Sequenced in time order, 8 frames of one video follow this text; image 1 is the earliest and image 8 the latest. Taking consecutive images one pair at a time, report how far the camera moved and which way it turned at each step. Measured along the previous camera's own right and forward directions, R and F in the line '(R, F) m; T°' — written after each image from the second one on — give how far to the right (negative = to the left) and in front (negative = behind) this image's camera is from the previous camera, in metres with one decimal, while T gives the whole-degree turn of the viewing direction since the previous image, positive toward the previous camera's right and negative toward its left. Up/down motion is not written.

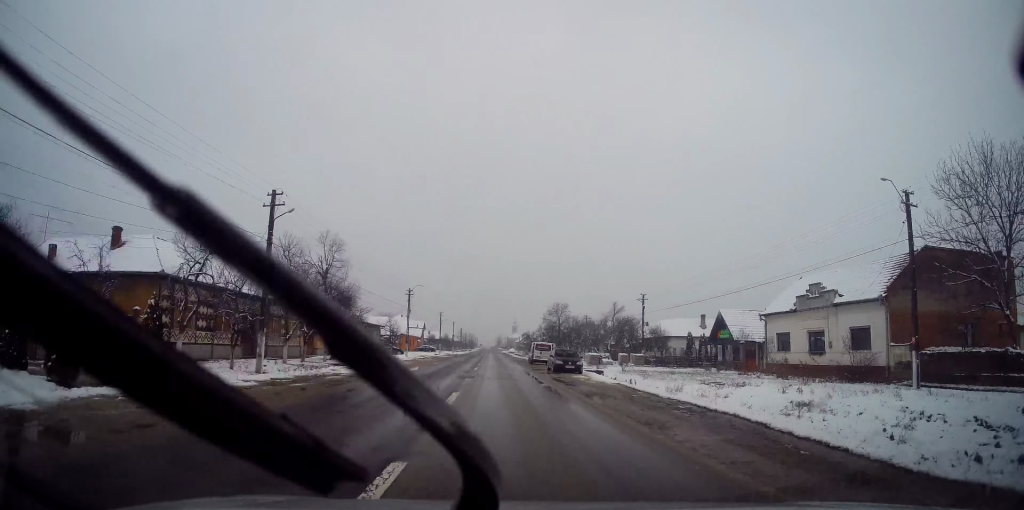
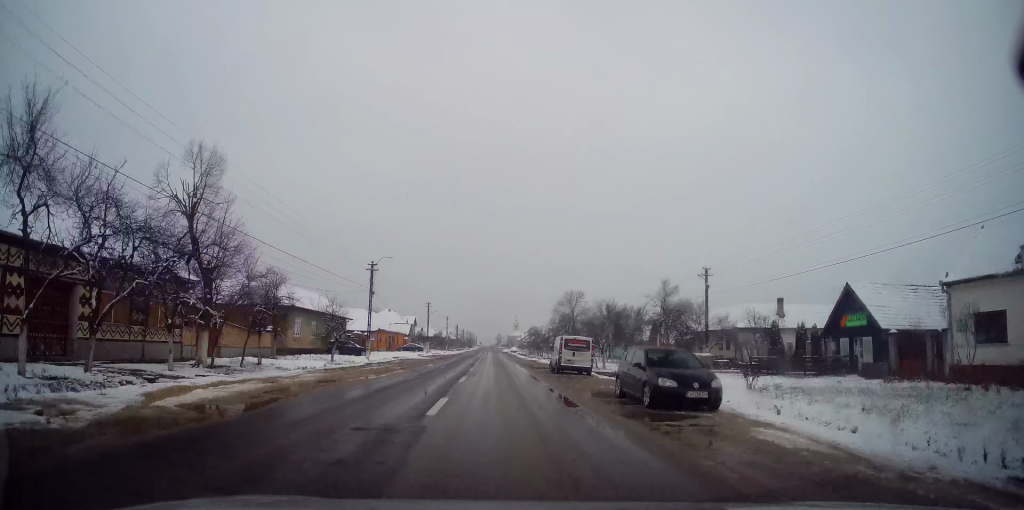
(+0.3, +19.7) m; 0°
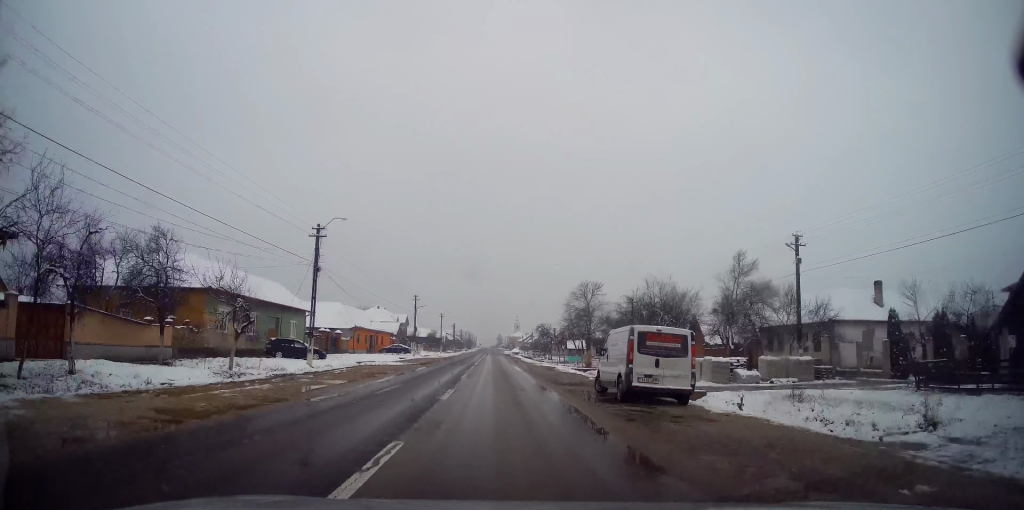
(-0.1, +14.4) m; 0°
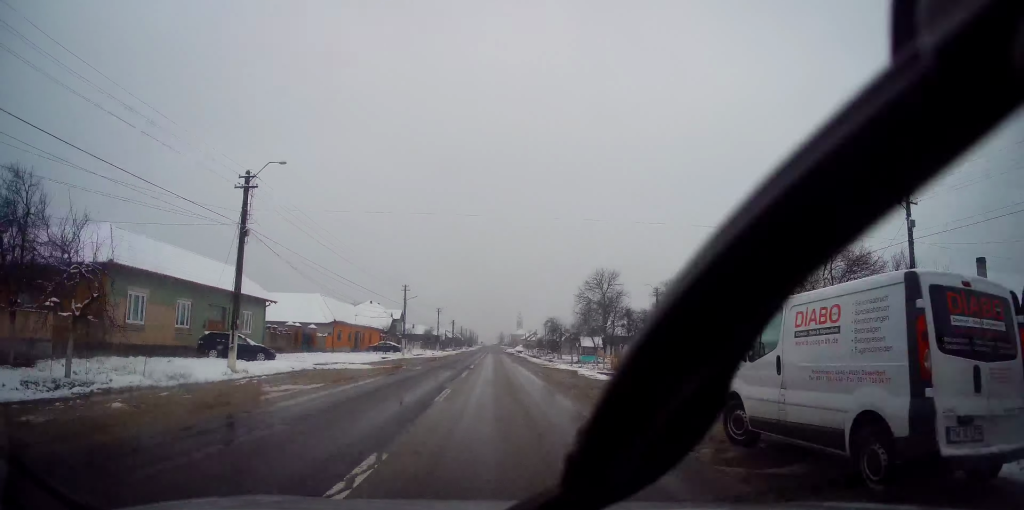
(-0.1, +9.7) m; 0°
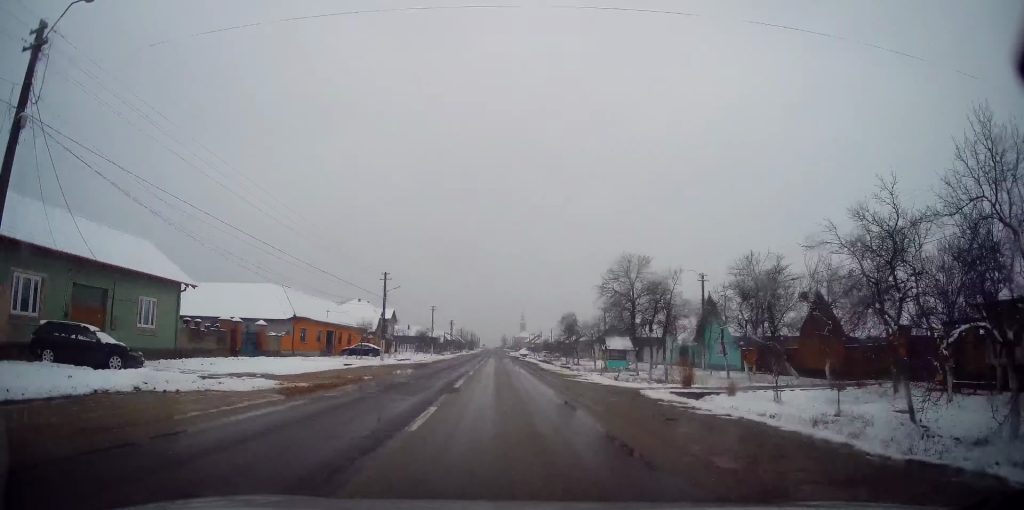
(+0.2, +12.5) m; 0°
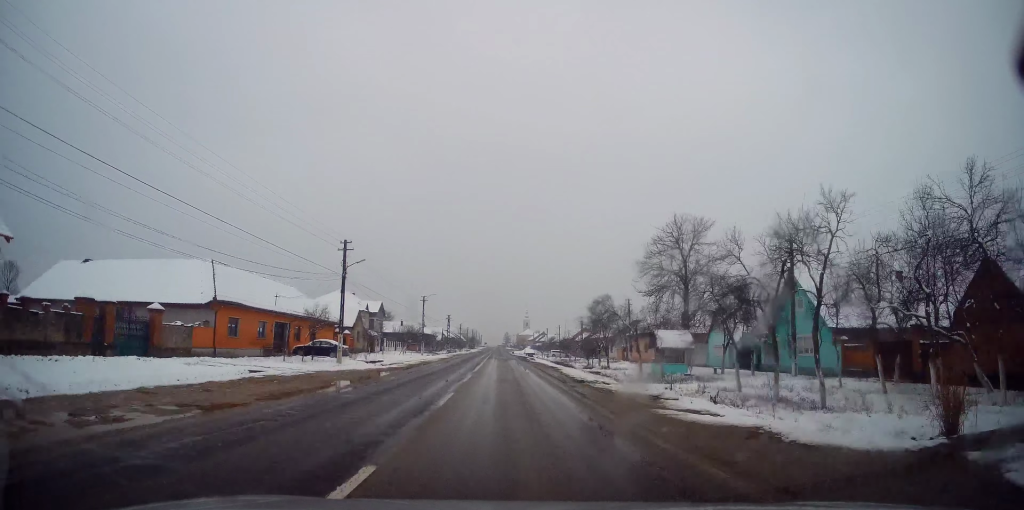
(-0.1, +14.2) m; -1°
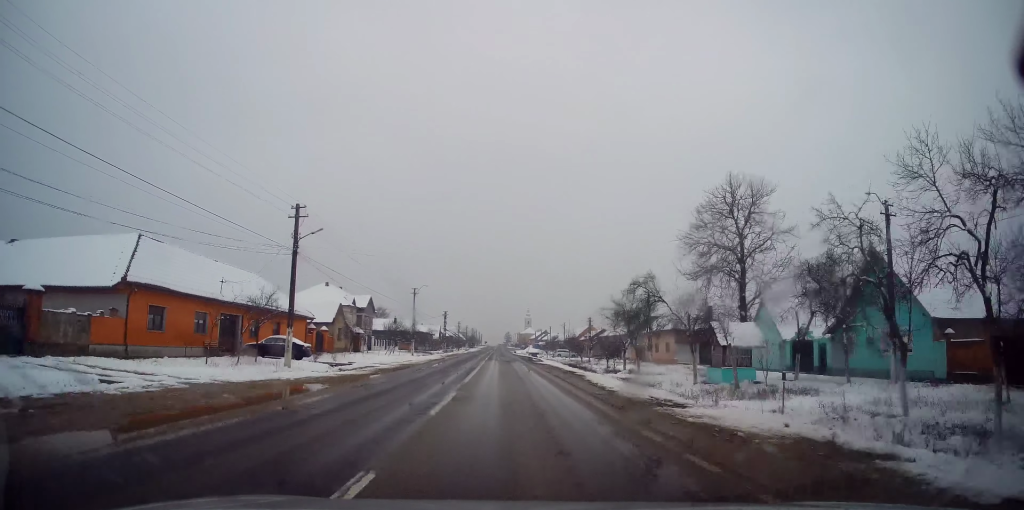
(-0.1, +9.1) m; -1°
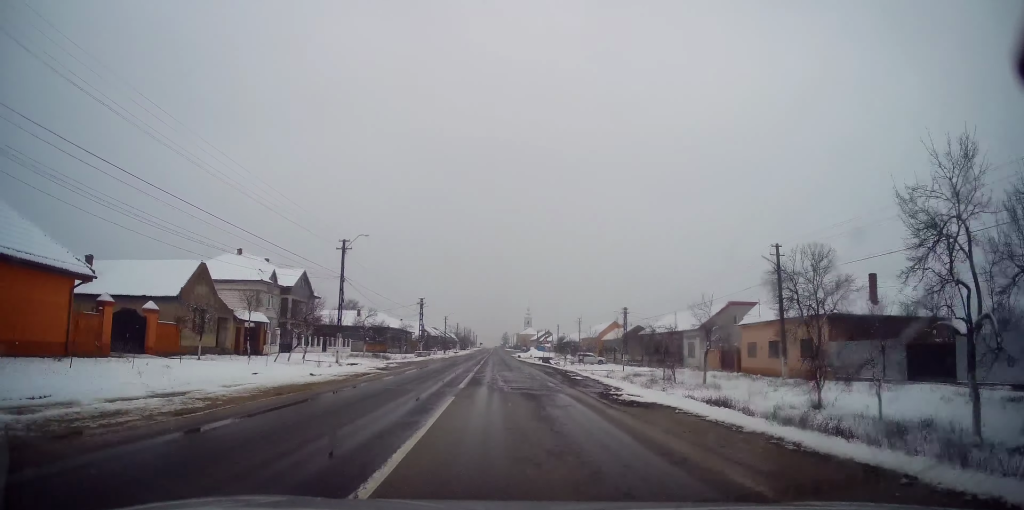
(0.0, +30.6) m; +1°
